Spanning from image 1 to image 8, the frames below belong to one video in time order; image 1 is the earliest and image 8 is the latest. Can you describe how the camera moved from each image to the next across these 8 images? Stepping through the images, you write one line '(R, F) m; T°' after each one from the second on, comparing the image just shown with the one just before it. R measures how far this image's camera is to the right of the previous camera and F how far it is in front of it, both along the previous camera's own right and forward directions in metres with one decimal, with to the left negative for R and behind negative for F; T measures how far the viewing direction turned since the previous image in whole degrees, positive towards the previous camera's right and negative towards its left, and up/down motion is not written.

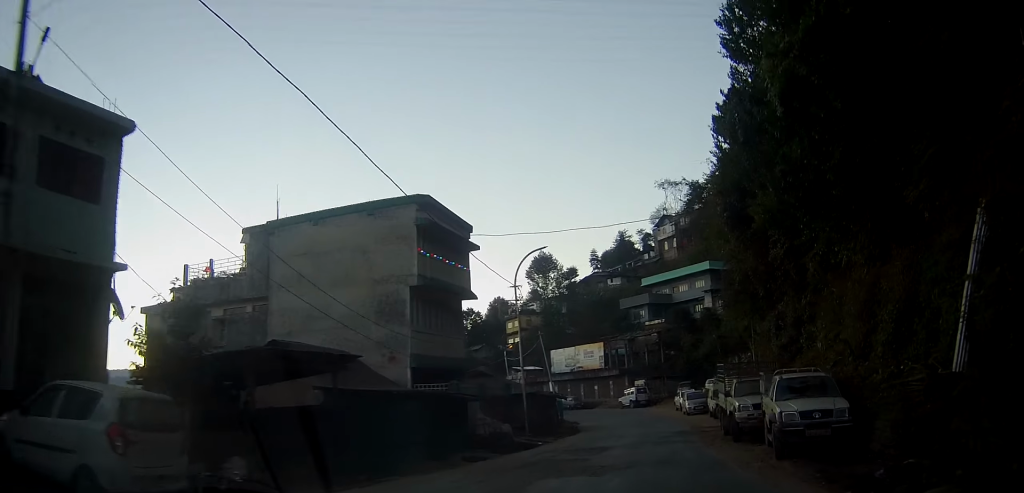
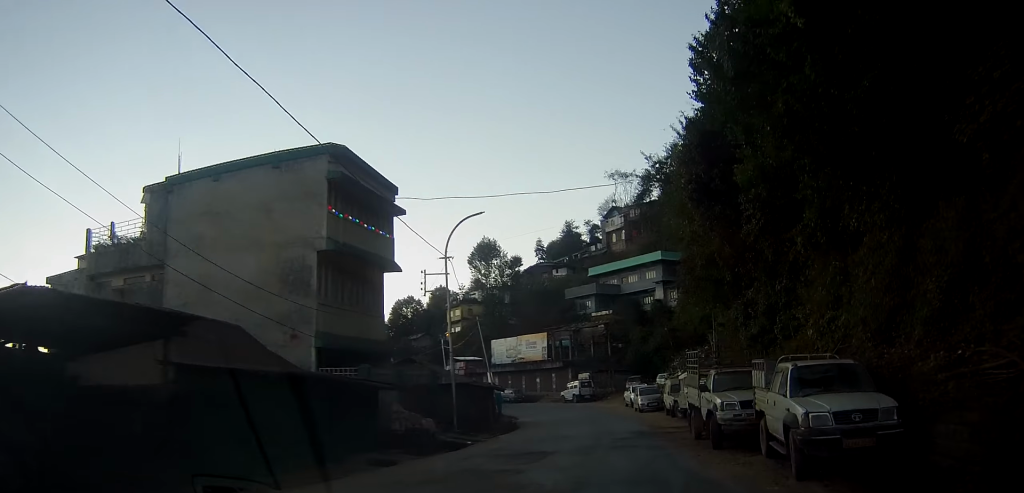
(+0.2, +4.4) m; +3°
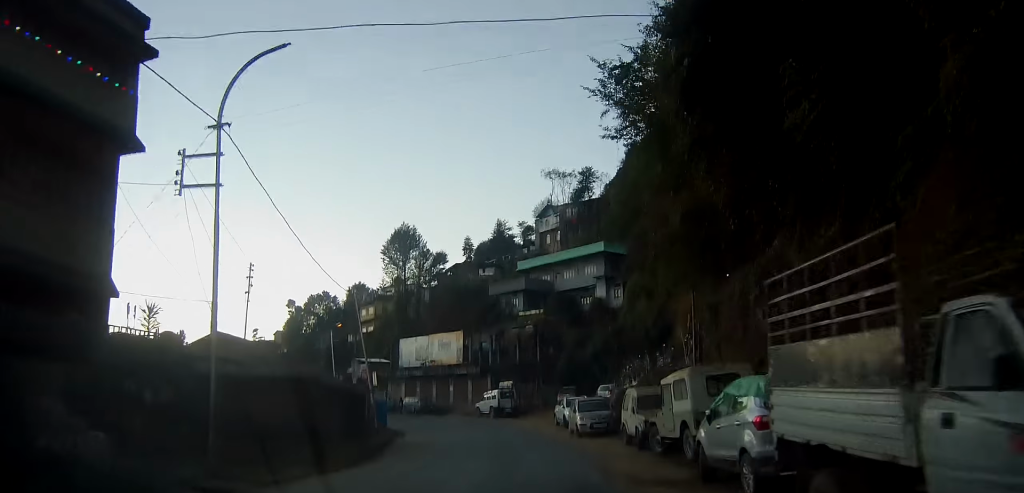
(+0.9, +13.4) m; +5°
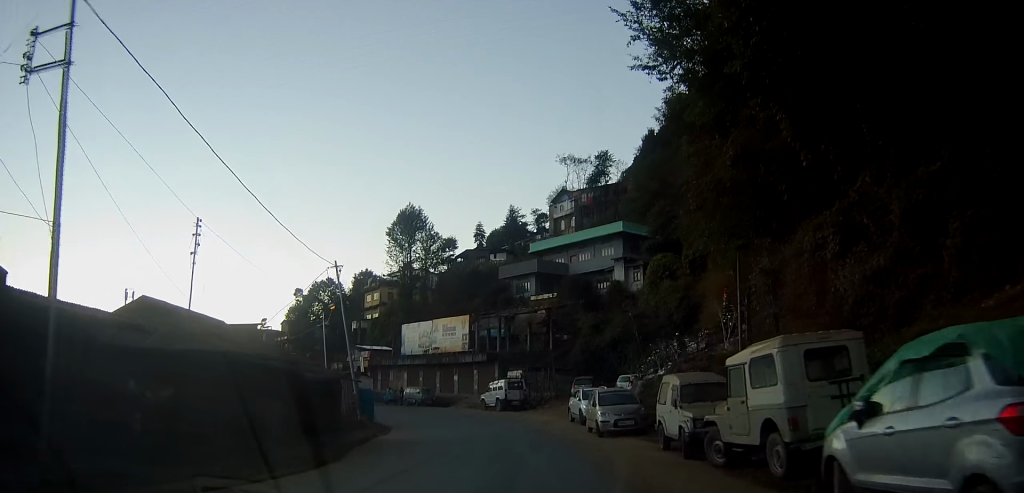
(0.0, +5.1) m; -1°
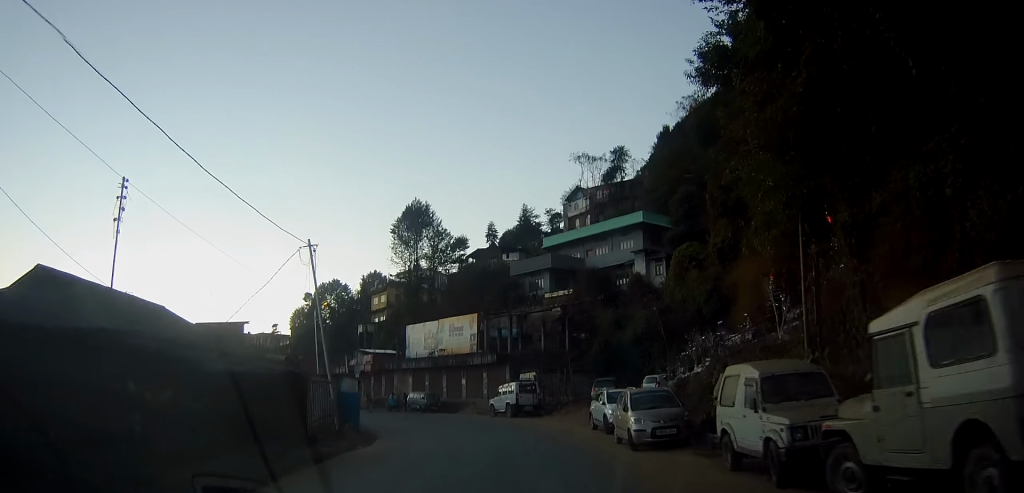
(-0.1, +4.8) m; -2°
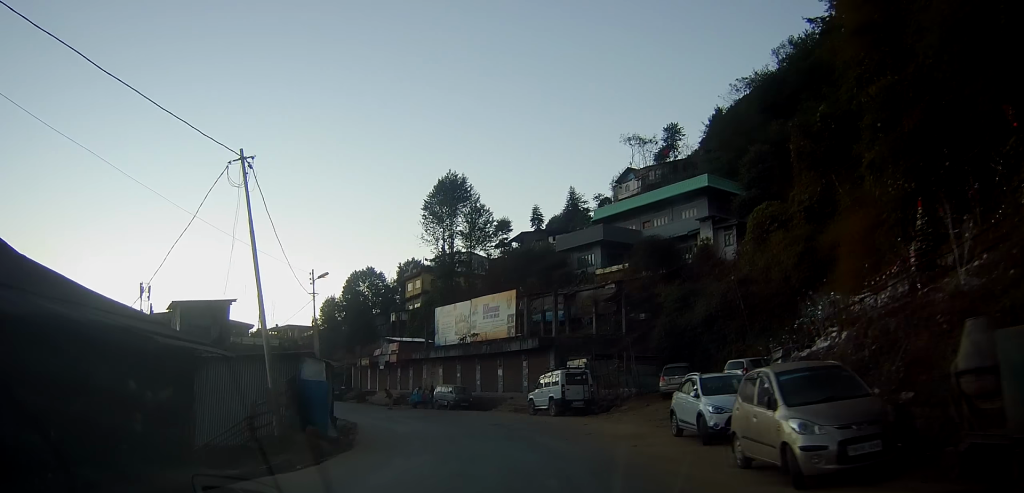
(-0.2, +8.6) m; -4°
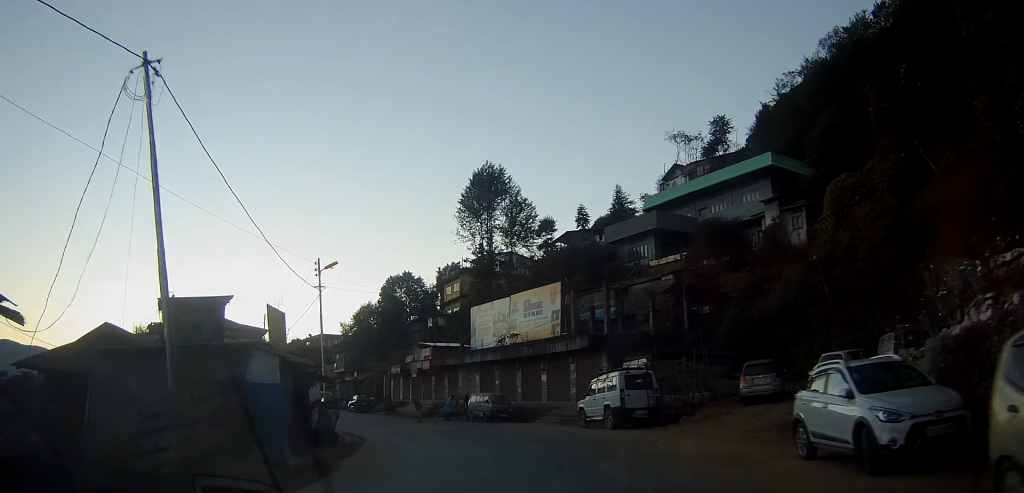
(0.0, +5.8) m; -4°
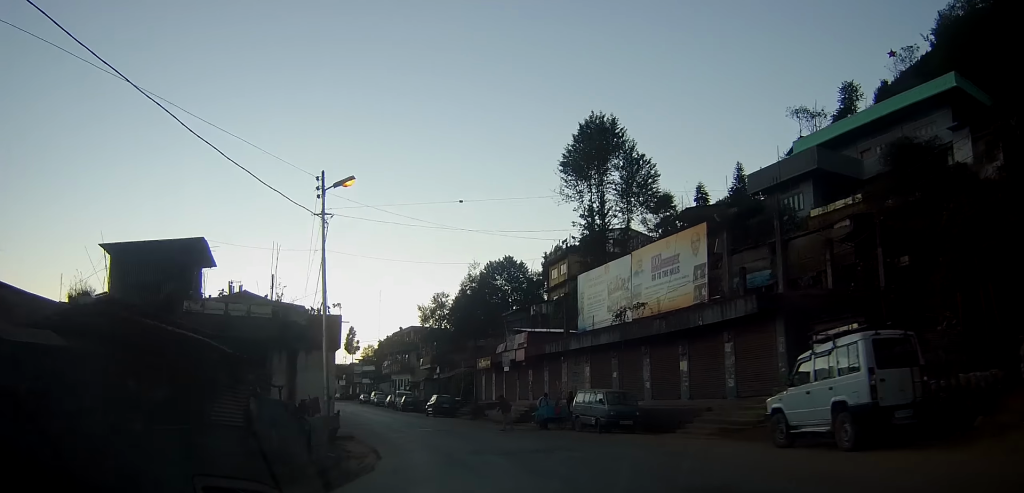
(-0.9, +12.6) m; -6°
